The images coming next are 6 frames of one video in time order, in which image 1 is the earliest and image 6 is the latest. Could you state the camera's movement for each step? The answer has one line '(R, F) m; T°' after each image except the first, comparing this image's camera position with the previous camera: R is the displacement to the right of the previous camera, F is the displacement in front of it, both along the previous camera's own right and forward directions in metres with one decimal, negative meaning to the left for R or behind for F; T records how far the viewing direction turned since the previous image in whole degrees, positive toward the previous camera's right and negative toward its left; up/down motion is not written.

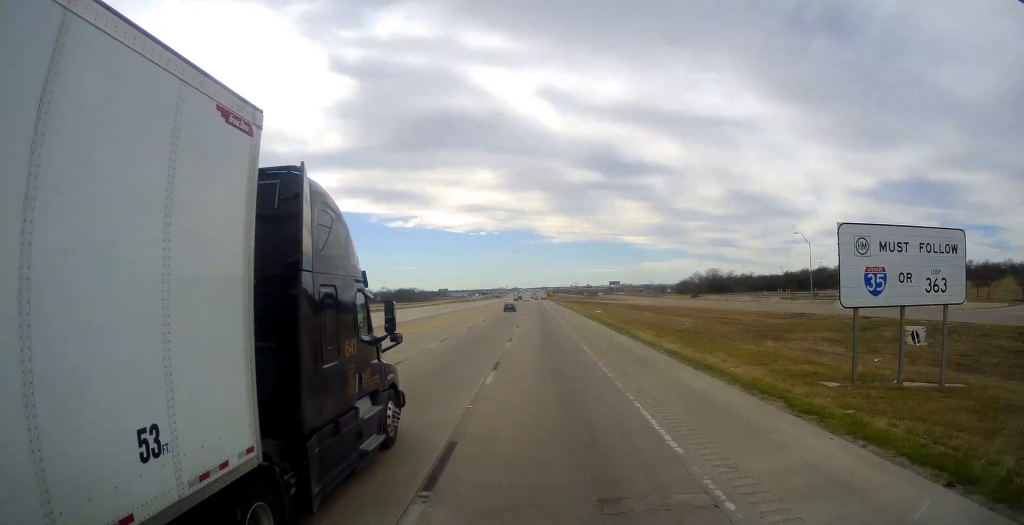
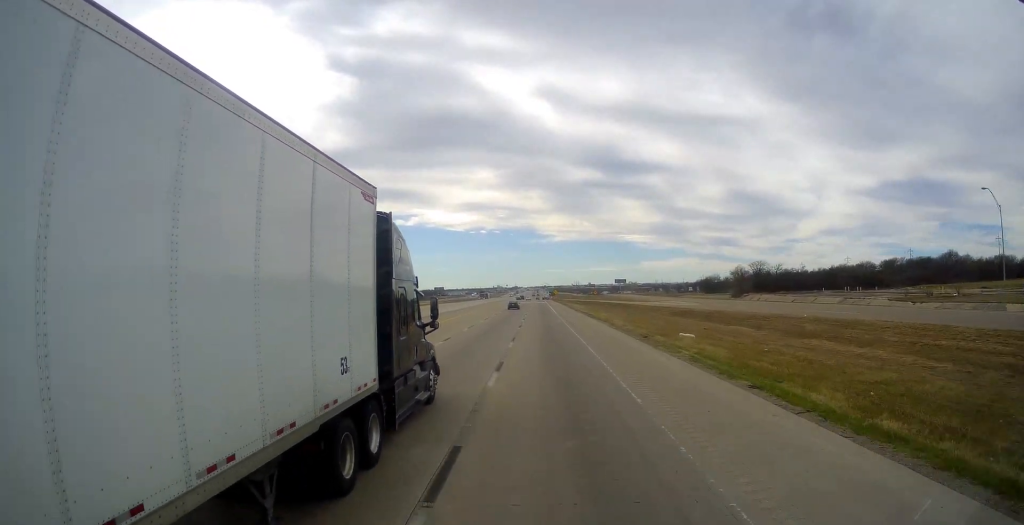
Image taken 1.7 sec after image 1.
(+0.5, +48.9) m; +1°
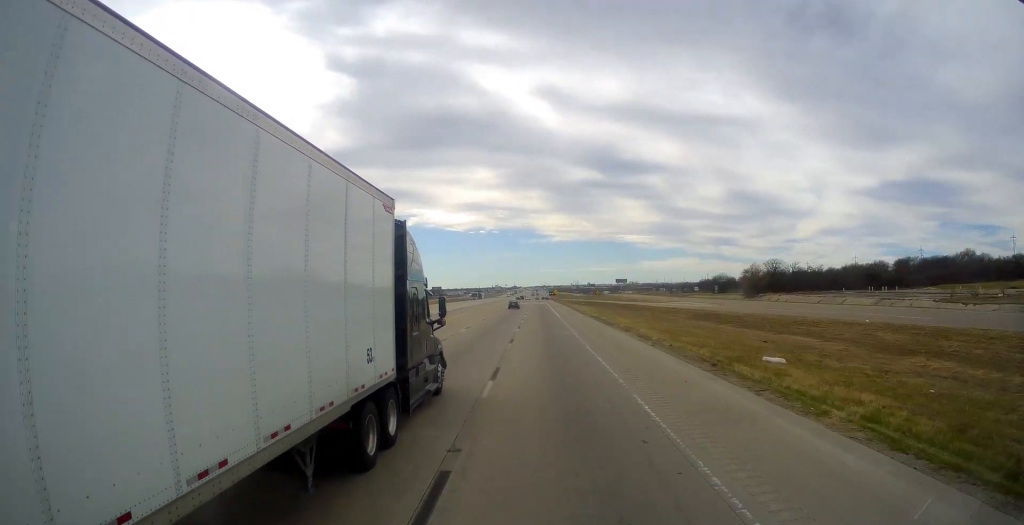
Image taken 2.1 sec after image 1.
(0.0, +13.7) m; 0°
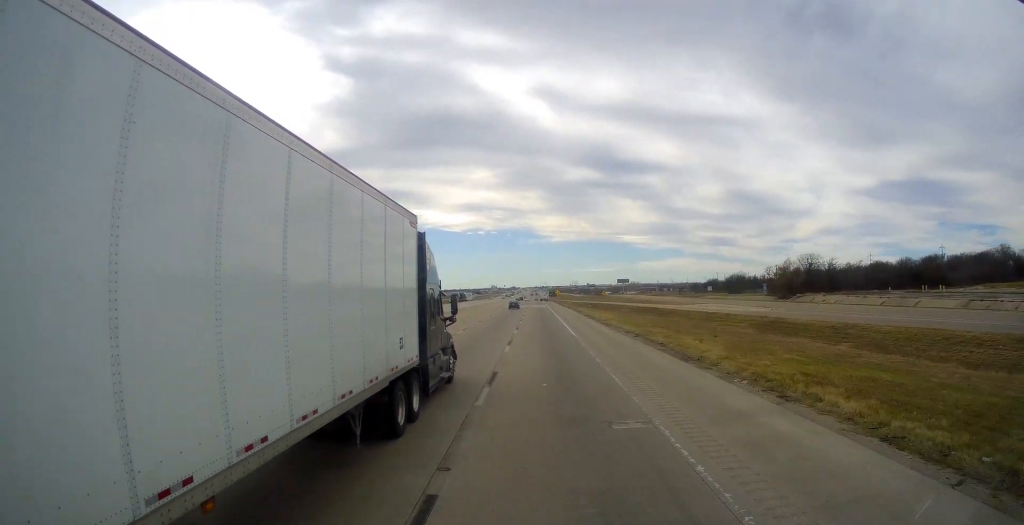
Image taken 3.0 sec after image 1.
(0.0, +25.3) m; -1°
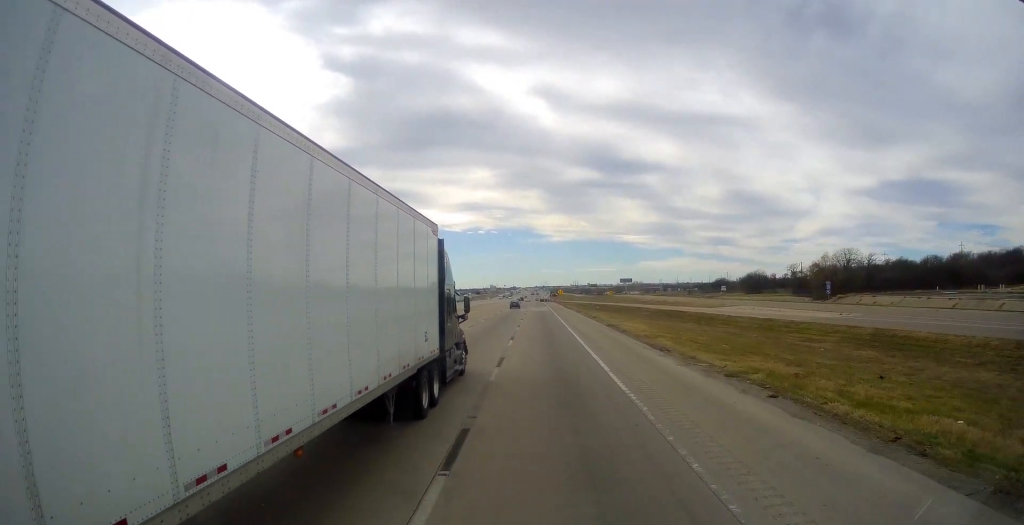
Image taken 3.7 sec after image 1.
(-0.1, +20.6) m; 0°
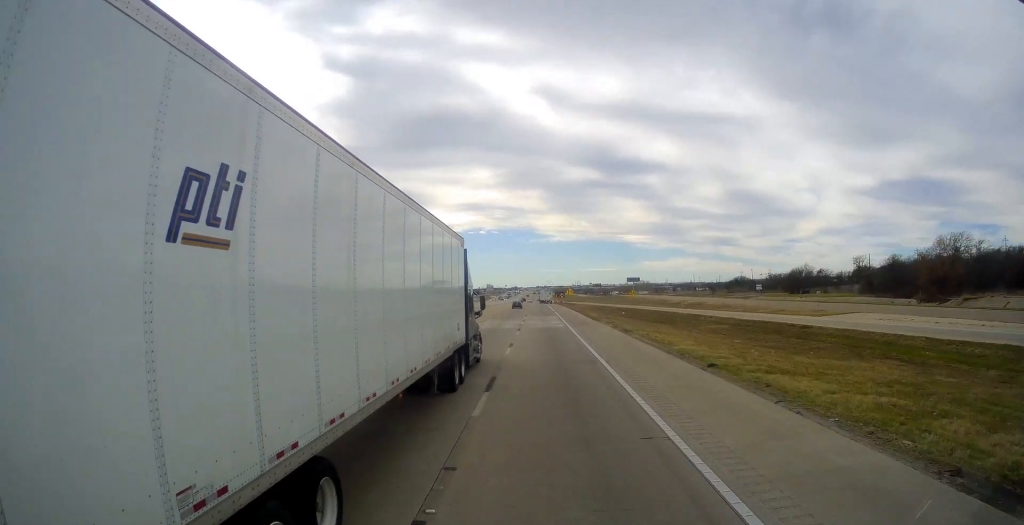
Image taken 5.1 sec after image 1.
(-0.1, +41.3) m; -1°
